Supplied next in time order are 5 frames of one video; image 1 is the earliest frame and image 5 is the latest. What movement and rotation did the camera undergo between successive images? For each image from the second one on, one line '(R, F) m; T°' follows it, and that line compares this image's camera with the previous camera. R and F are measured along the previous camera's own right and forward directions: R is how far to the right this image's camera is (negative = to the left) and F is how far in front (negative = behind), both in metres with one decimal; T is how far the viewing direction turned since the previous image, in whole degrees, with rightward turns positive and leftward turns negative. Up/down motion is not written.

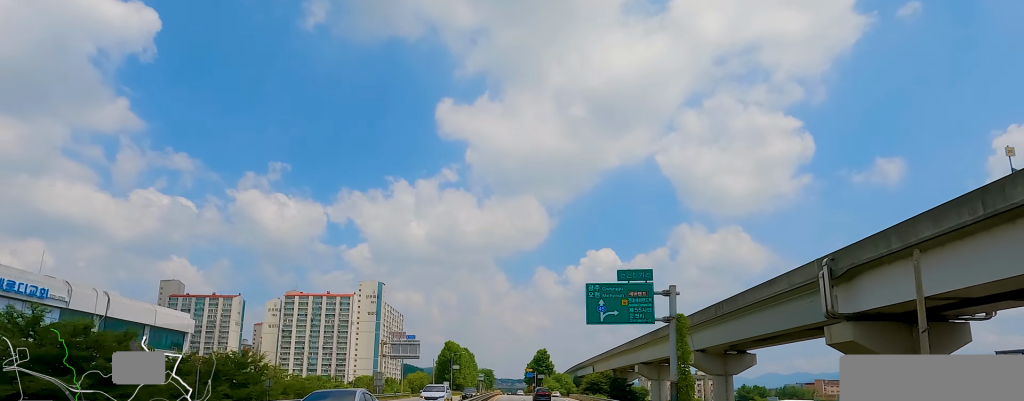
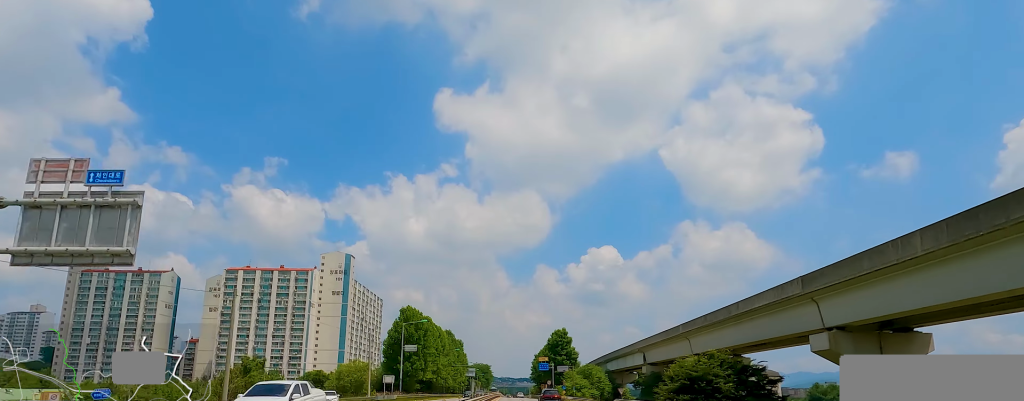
(-0.9, +54.9) m; -1°
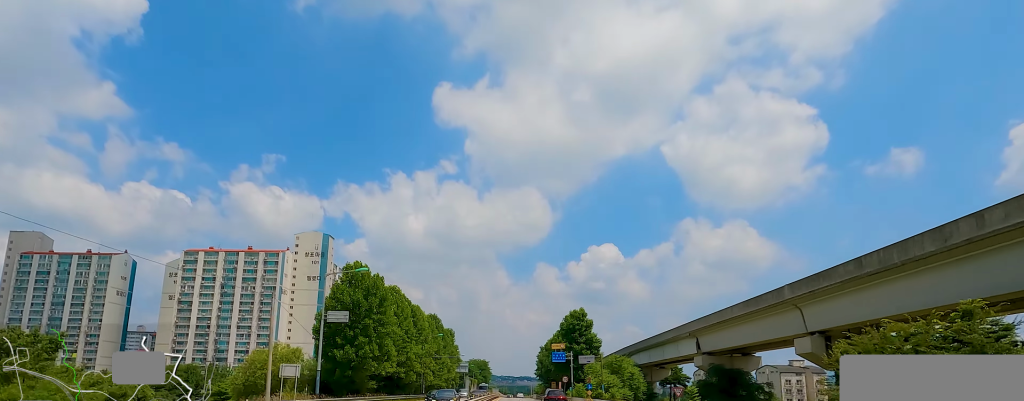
(-0.5, +26.5) m; +1°
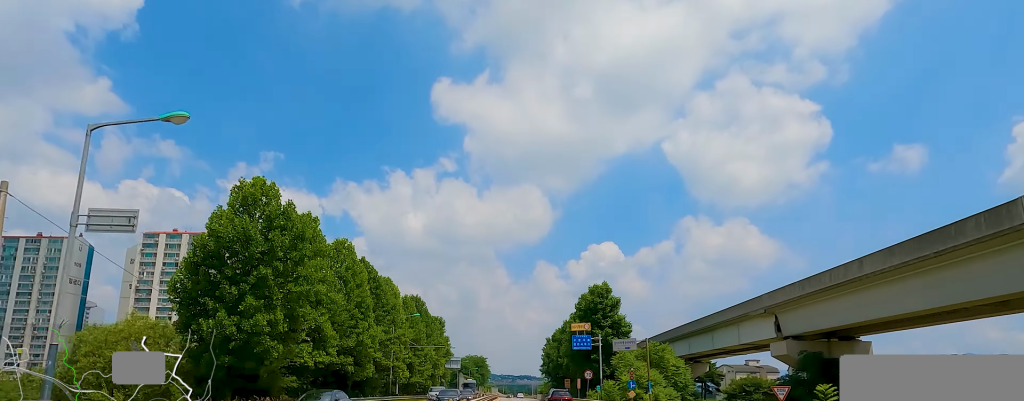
(+0.6, +20.1) m; +1°
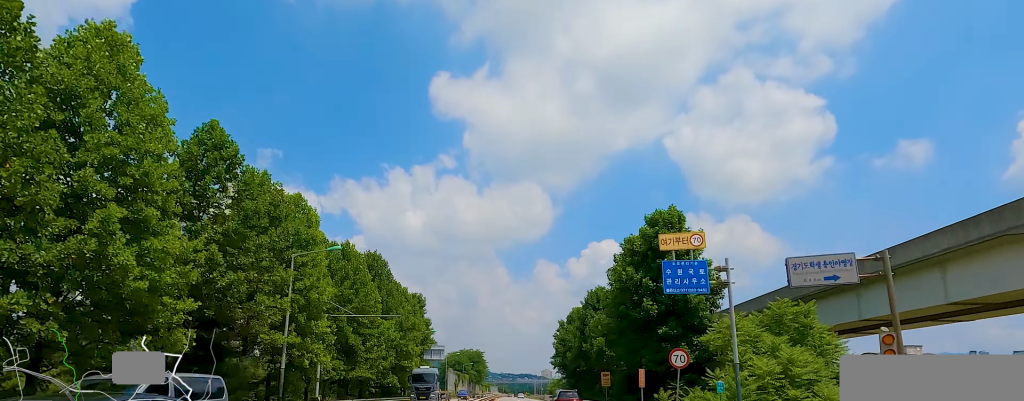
(-0.9, +26.5) m; -2°
